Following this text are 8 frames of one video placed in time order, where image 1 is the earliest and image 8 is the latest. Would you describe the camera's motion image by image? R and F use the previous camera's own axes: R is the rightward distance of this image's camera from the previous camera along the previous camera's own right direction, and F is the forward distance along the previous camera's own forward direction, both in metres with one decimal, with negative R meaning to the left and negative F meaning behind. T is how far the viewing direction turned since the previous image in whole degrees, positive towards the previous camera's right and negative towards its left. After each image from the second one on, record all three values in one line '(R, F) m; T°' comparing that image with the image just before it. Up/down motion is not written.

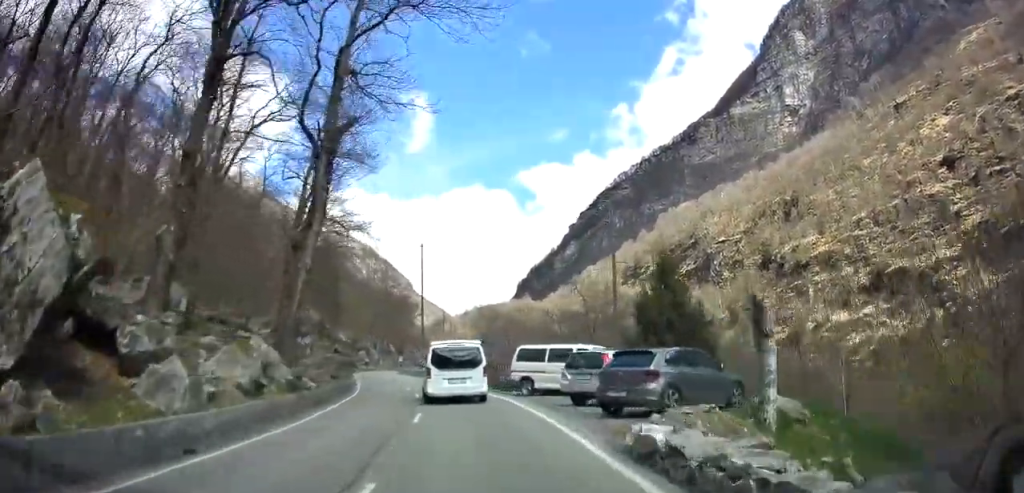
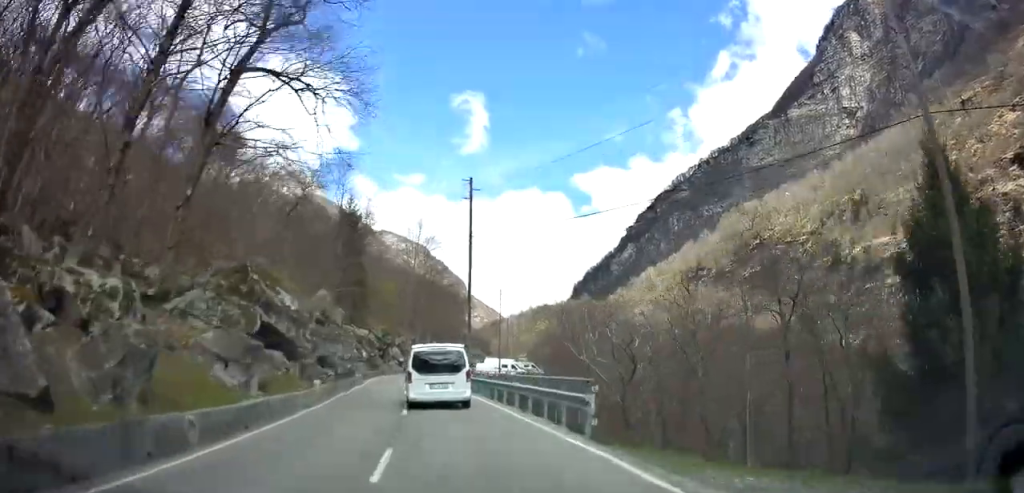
(-0.4, +19.3) m; -2°
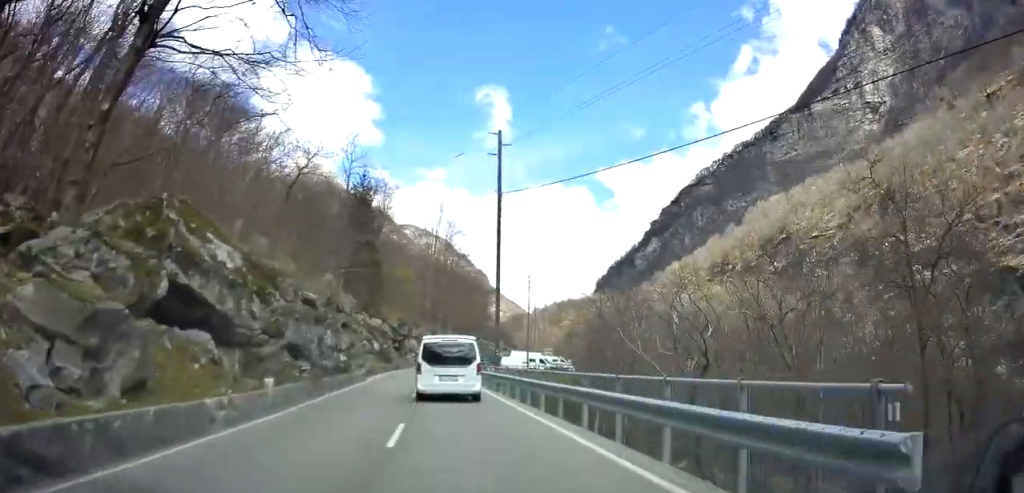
(+0.1, +7.1) m; +2°
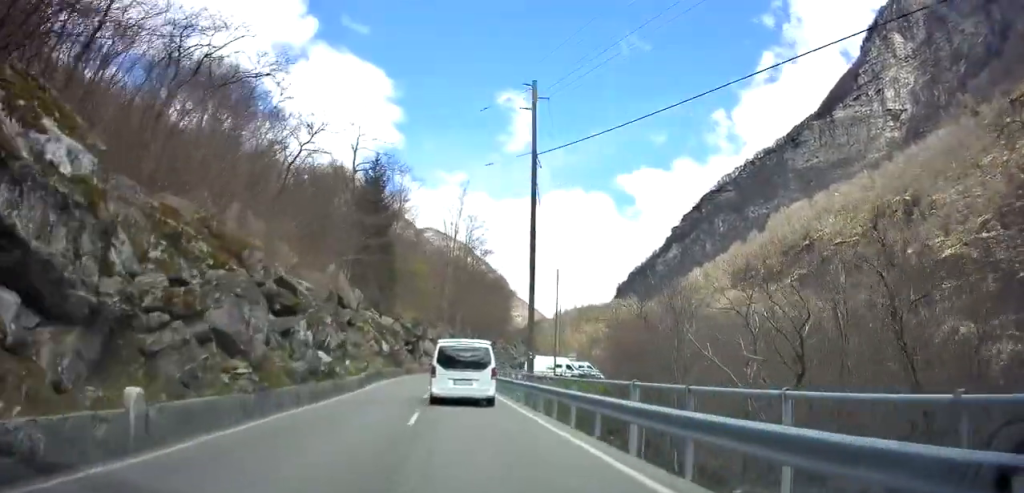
(+0.2, +6.8) m; +2°
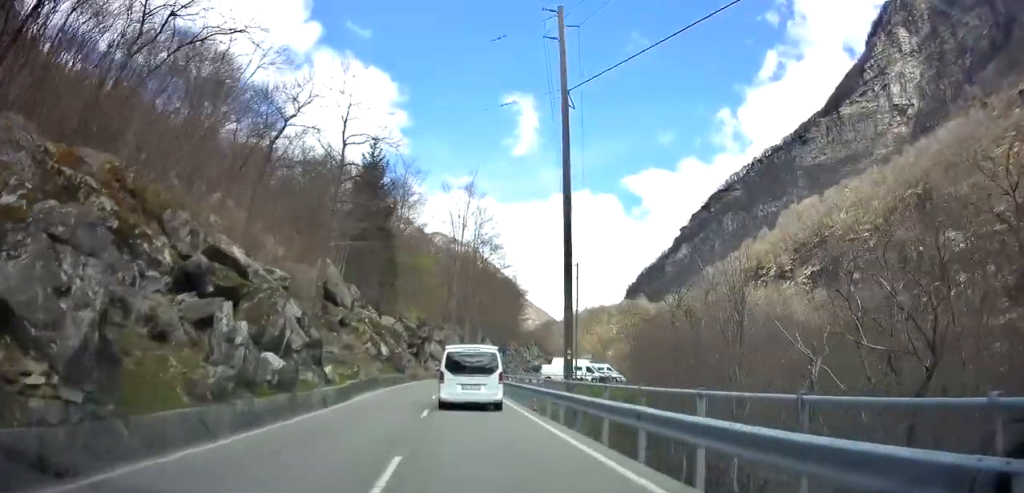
(+0.1, +7.4) m; -2°
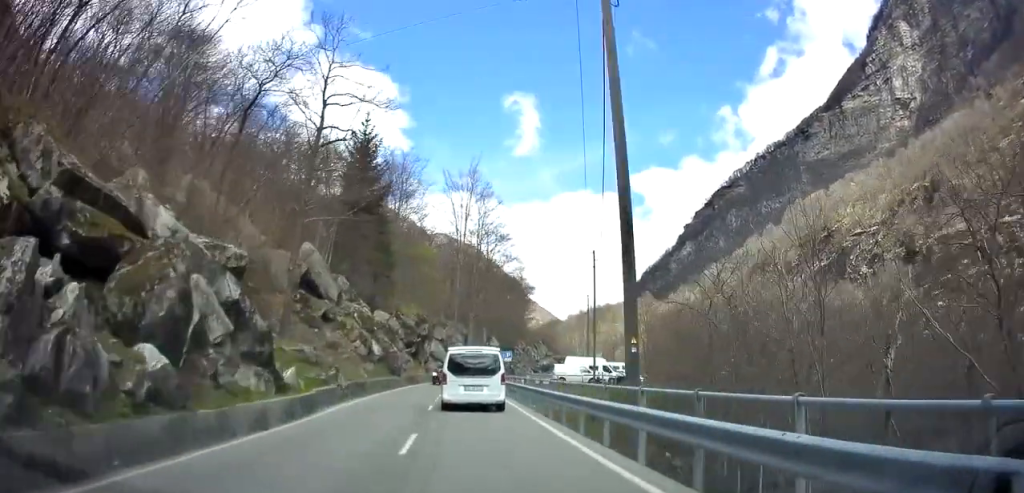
(-0.1, +6.5) m; -2°
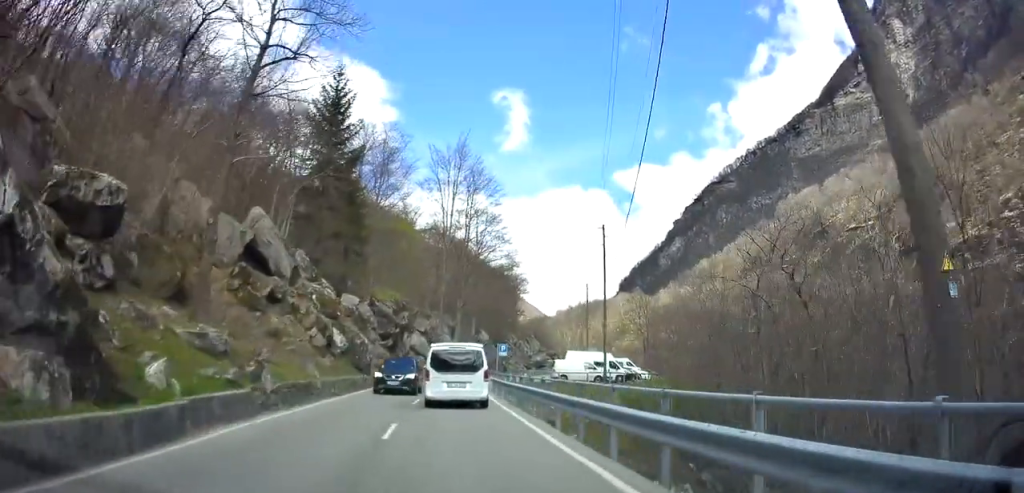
(-0.4, +8.5) m; -3°
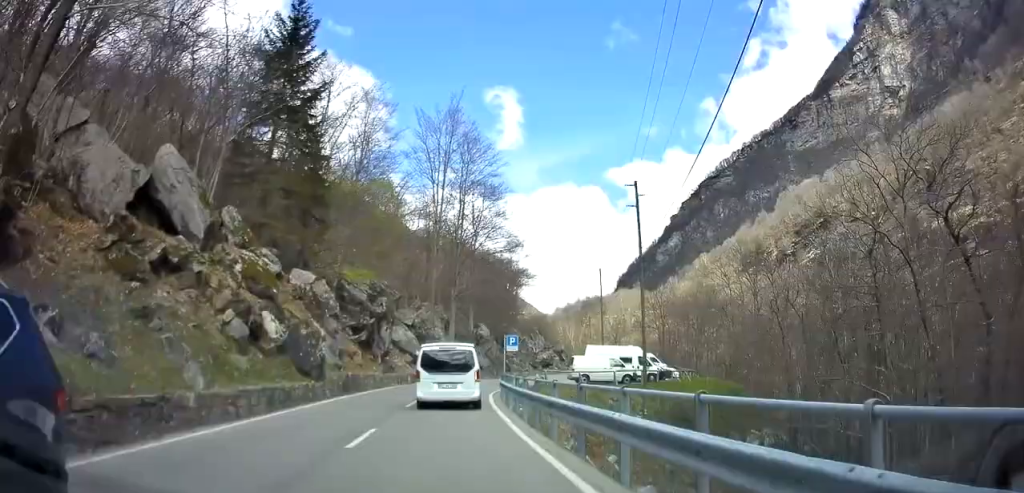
(0.0, +10.7) m; +1°
